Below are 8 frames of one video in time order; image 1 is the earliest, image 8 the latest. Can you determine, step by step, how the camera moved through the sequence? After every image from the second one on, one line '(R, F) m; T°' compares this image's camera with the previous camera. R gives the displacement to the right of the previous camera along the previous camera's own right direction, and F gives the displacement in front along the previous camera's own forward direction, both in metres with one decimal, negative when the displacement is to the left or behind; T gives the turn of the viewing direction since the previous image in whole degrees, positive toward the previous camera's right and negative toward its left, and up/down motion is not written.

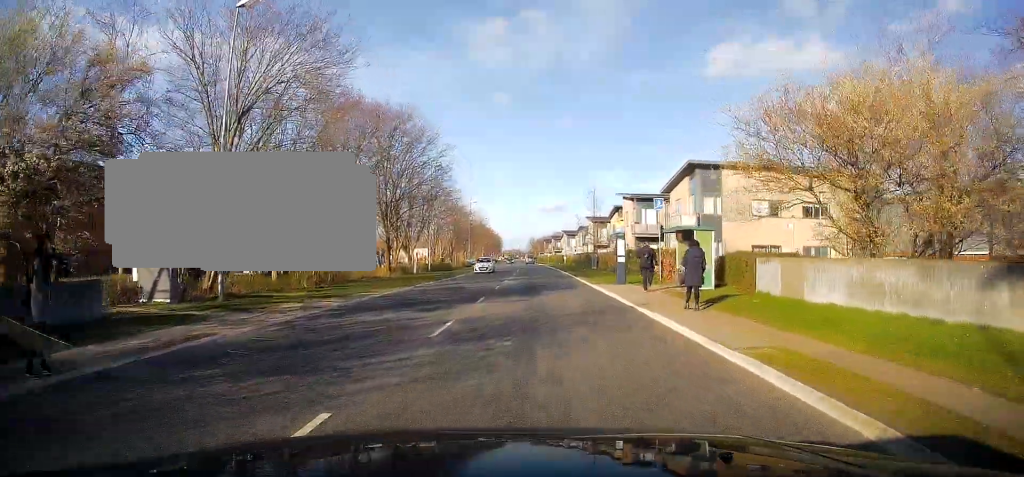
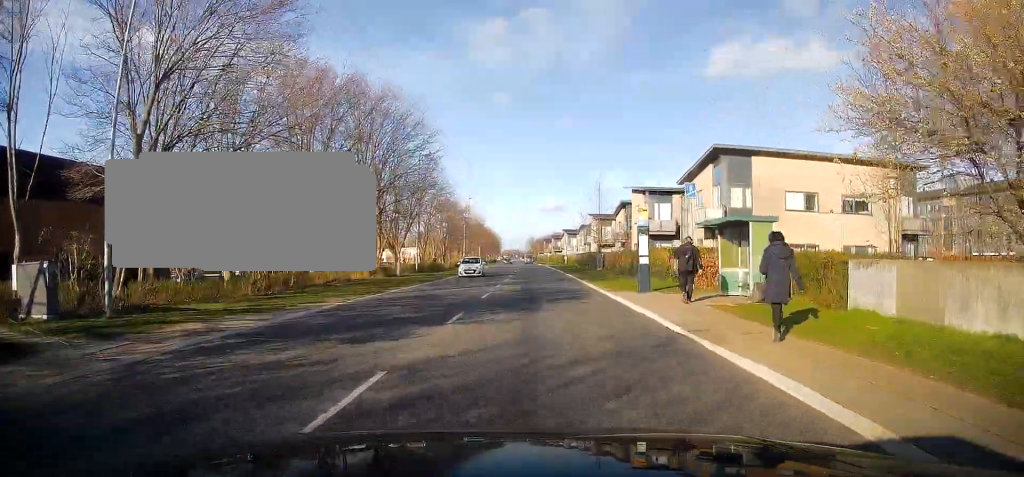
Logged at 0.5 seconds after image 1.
(-0.1, +5.6) m; 0°
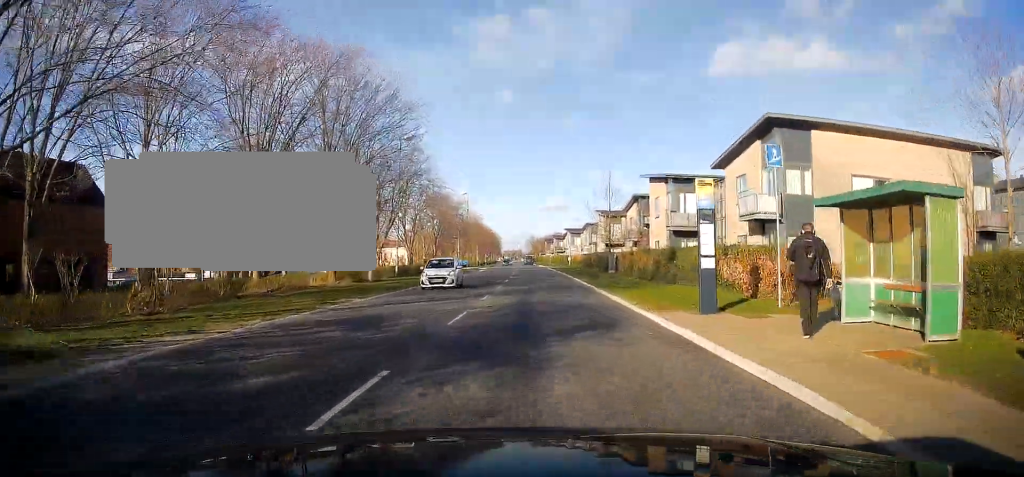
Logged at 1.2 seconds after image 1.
(0.0, +7.5) m; 0°
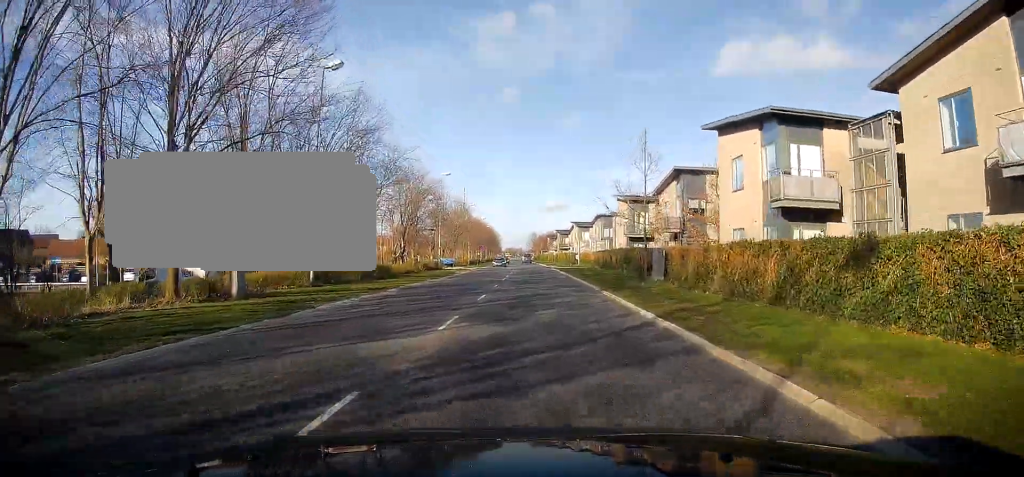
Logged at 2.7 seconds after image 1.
(-0.1, +16.4) m; -1°
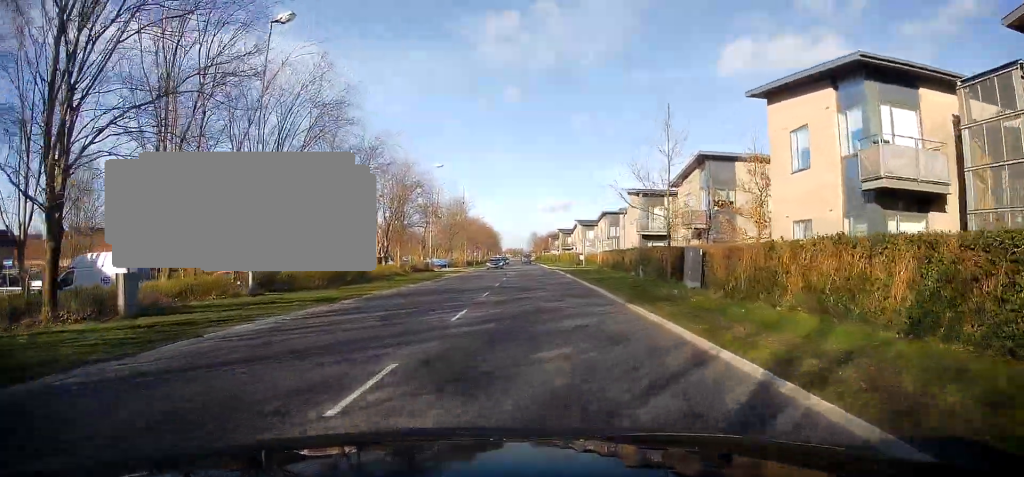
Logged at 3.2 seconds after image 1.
(0.0, +6.1) m; 0°
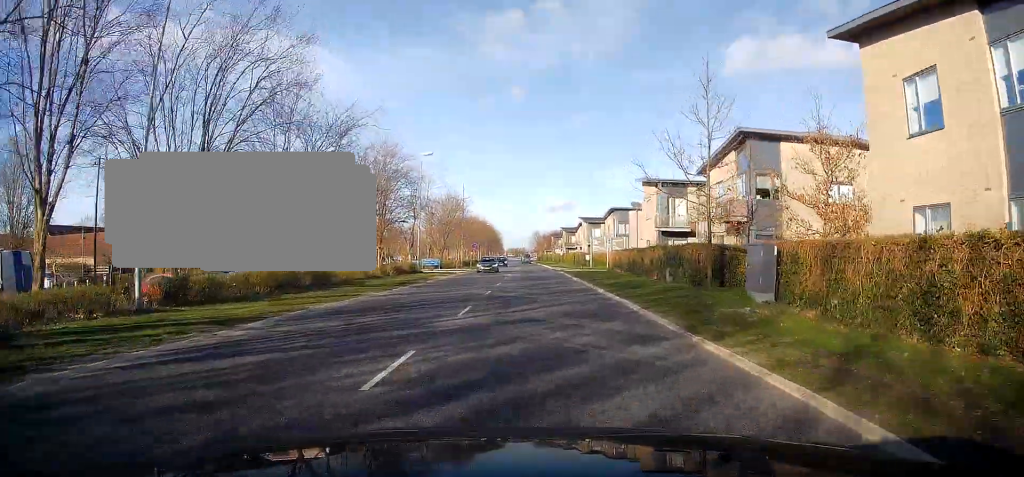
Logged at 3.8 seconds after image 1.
(0.0, +6.7) m; 0°
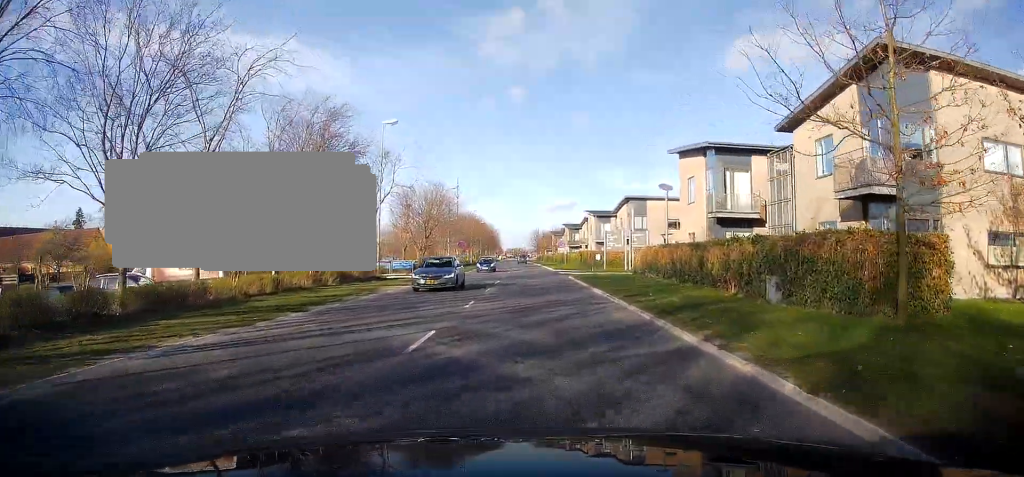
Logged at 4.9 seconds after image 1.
(0.0, +12.8) m; 0°
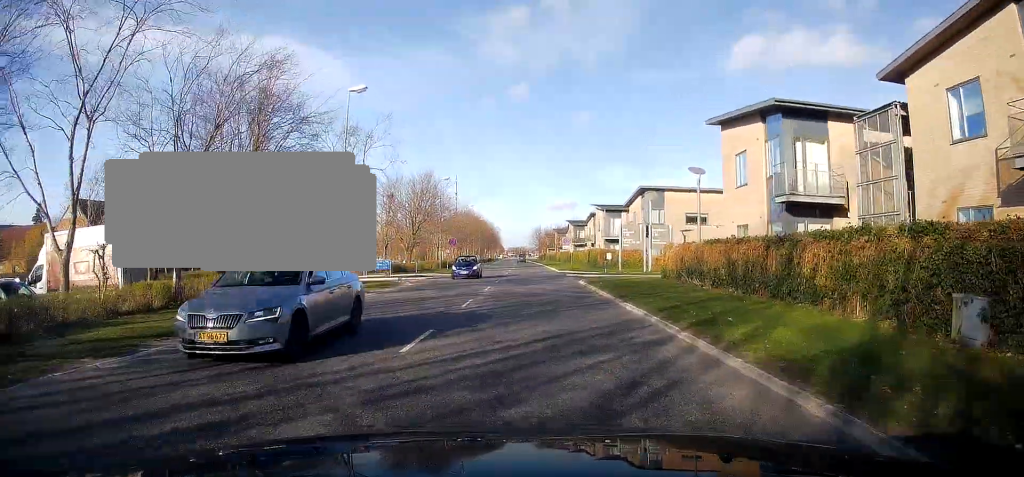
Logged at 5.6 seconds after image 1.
(0.0, +7.9) m; -1°
